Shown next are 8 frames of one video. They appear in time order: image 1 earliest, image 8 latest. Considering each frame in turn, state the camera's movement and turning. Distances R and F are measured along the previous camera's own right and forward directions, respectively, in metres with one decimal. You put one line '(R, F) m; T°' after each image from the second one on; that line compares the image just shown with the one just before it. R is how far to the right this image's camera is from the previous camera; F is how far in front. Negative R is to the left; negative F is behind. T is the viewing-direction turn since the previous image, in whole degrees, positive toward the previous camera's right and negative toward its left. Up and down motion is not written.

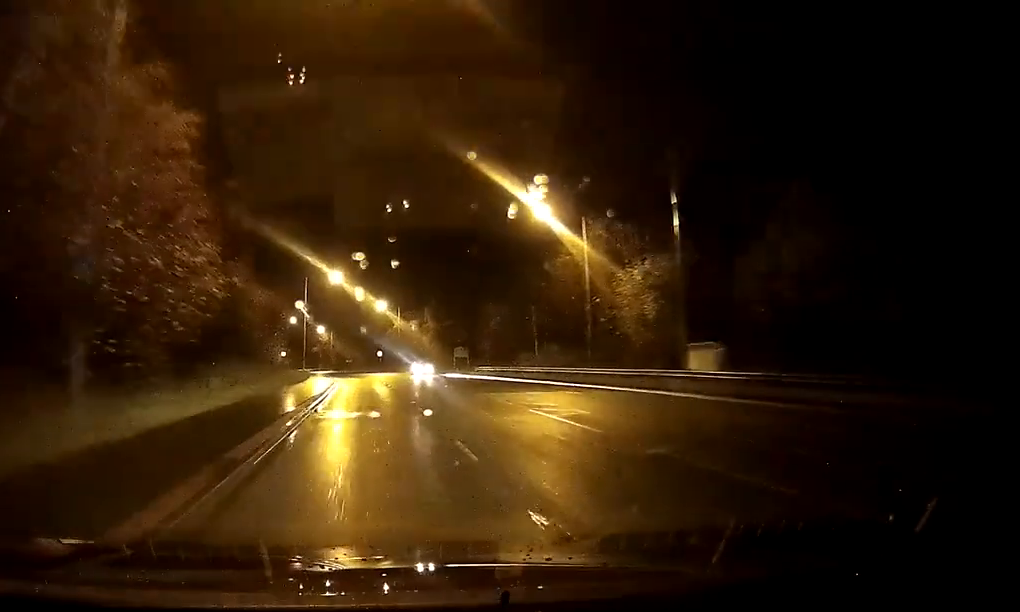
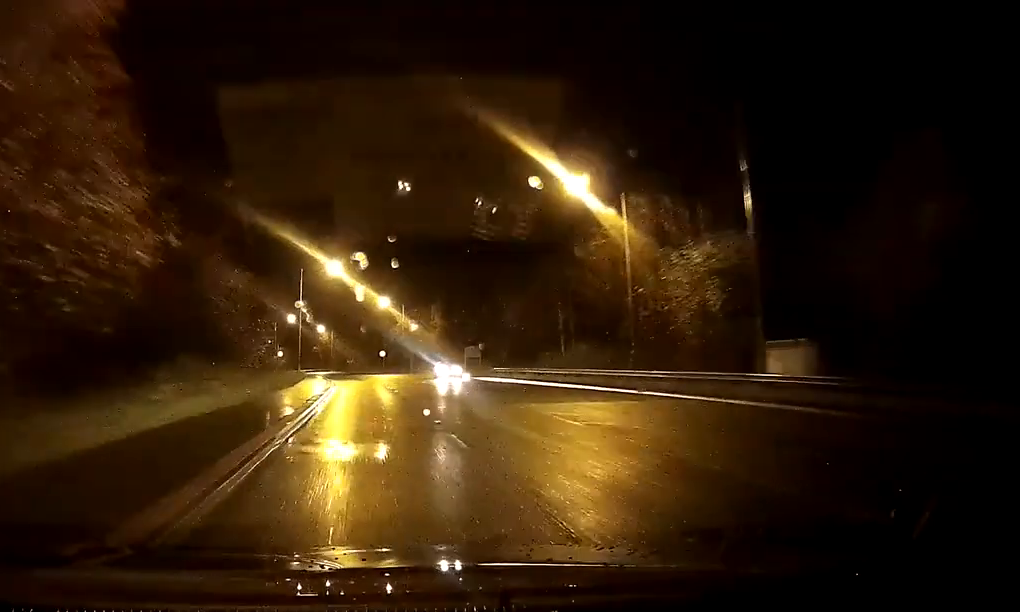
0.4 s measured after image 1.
(0.0, +7.6) m; 0°
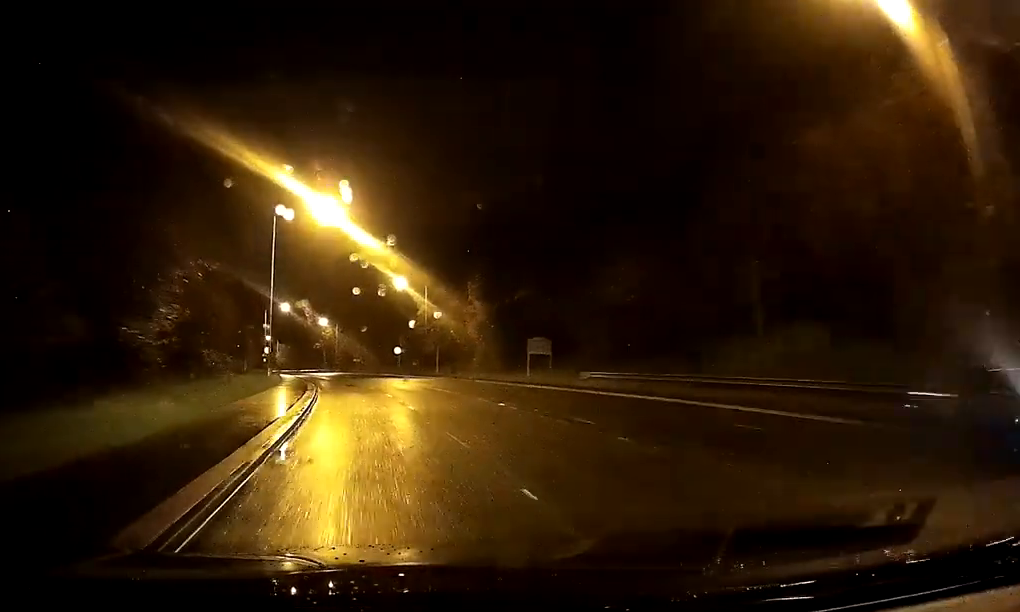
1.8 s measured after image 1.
(-0.6, +26.5) m; -2°
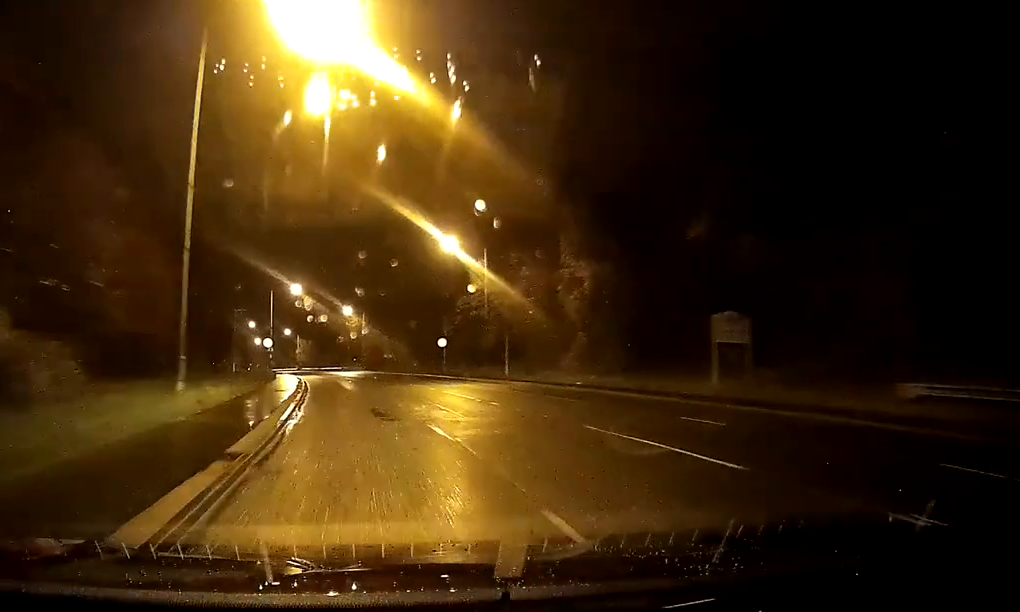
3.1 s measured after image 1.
(-0.2, +24.9) m; -1°
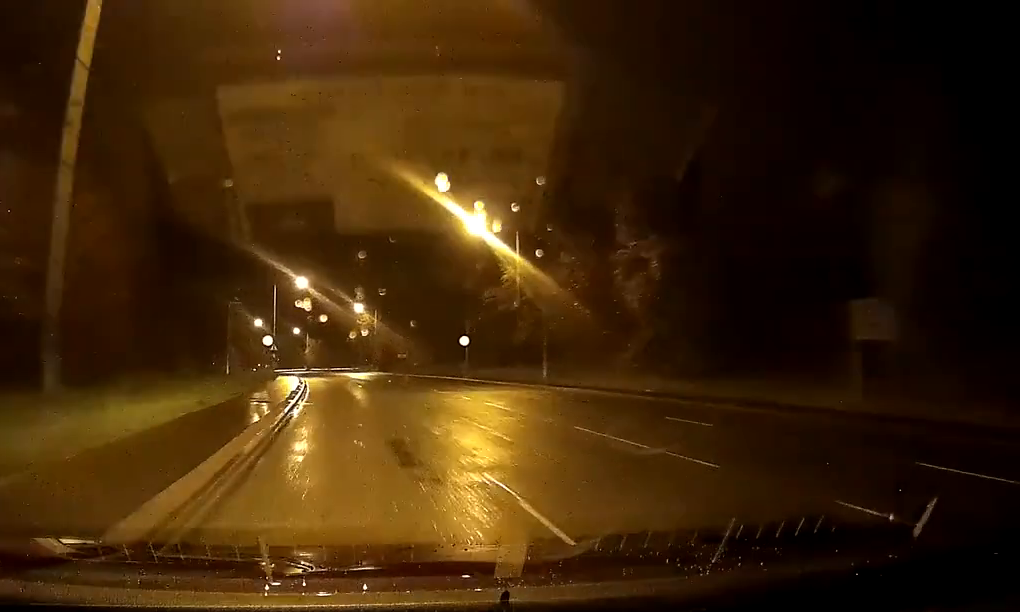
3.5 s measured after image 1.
(-0.1, +8.3) m; -1°
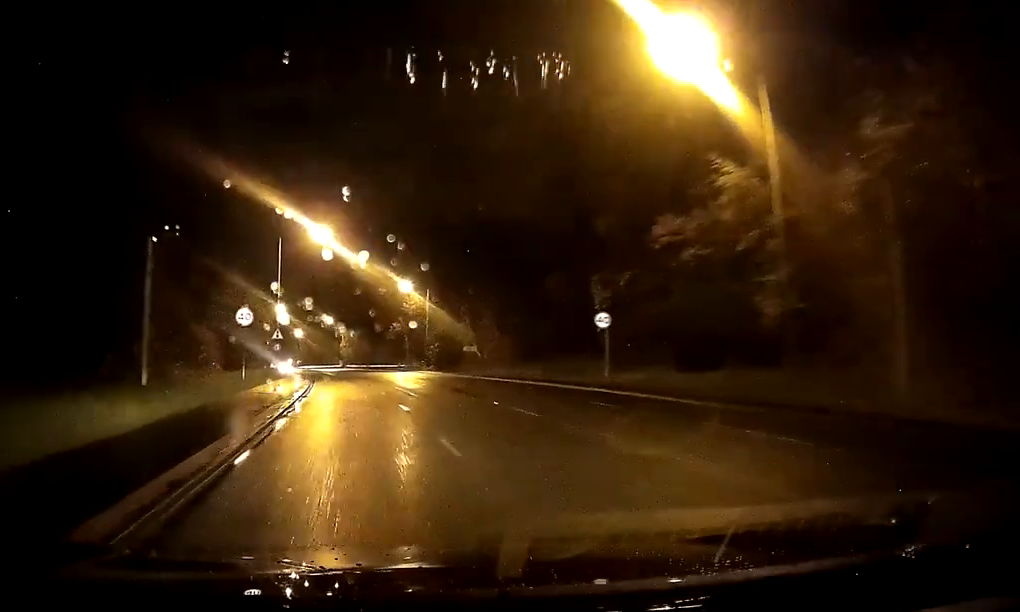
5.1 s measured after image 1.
(-1.1, +30.5) m; -3°
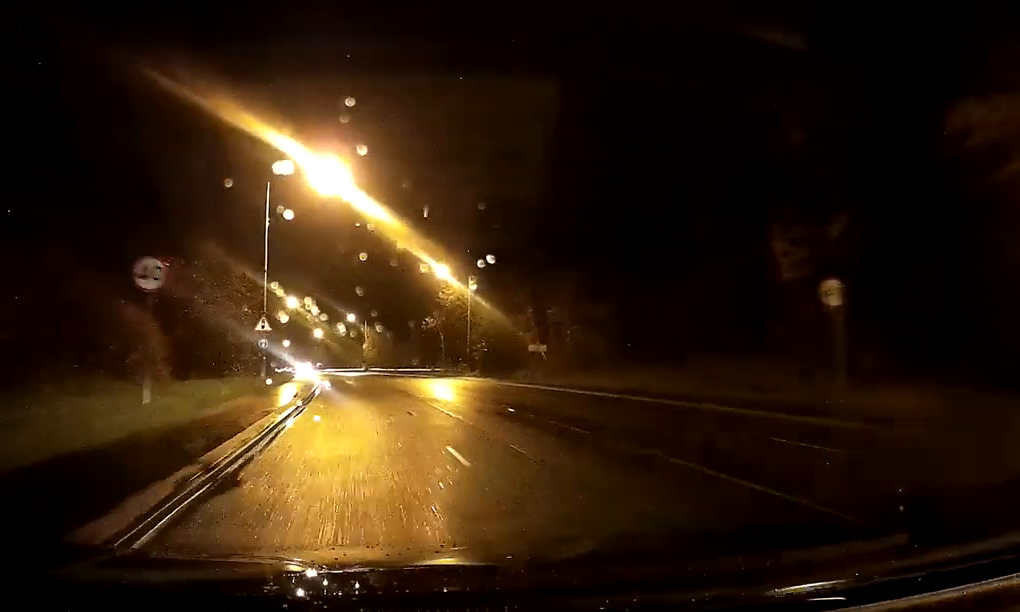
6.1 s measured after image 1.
(-0.1, +19.0) m; -1°
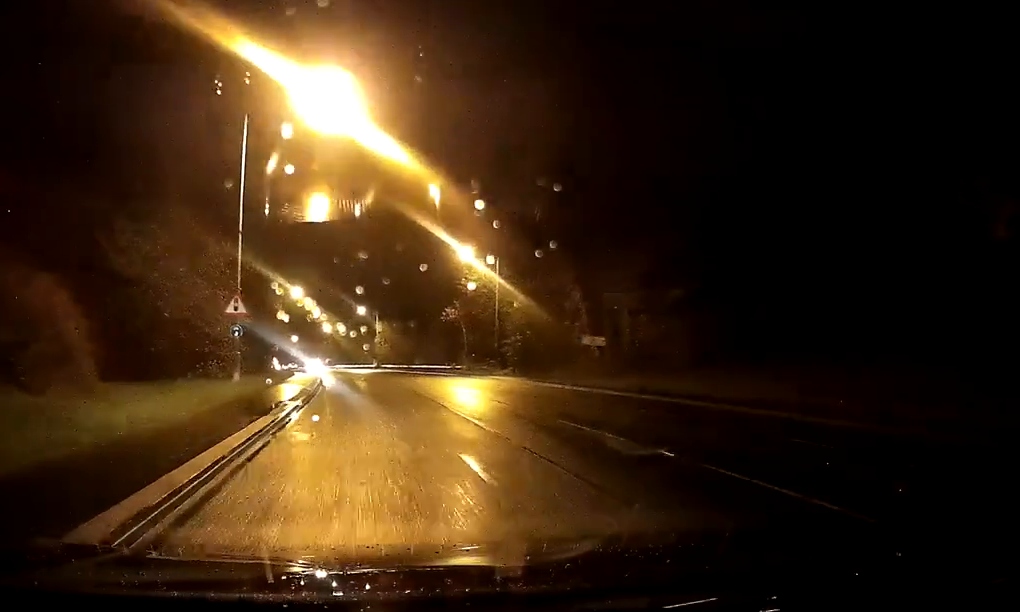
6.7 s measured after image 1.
(-0.2, +10.8) m; -1°
